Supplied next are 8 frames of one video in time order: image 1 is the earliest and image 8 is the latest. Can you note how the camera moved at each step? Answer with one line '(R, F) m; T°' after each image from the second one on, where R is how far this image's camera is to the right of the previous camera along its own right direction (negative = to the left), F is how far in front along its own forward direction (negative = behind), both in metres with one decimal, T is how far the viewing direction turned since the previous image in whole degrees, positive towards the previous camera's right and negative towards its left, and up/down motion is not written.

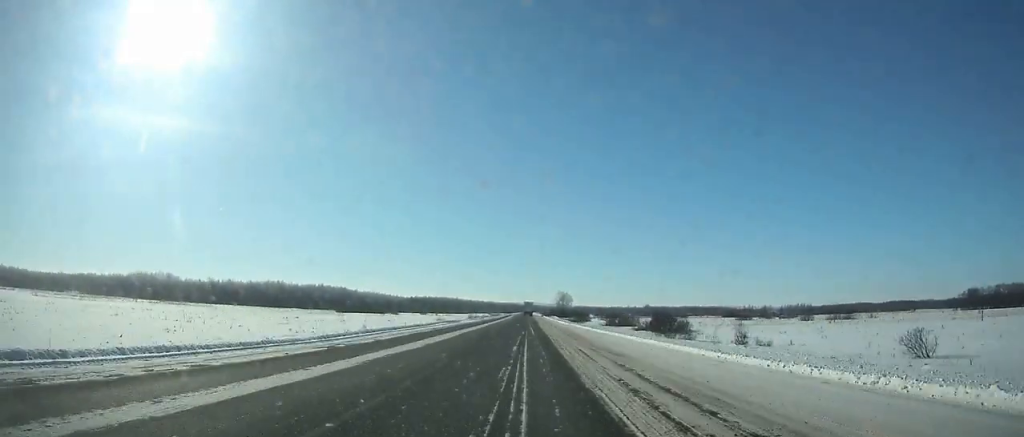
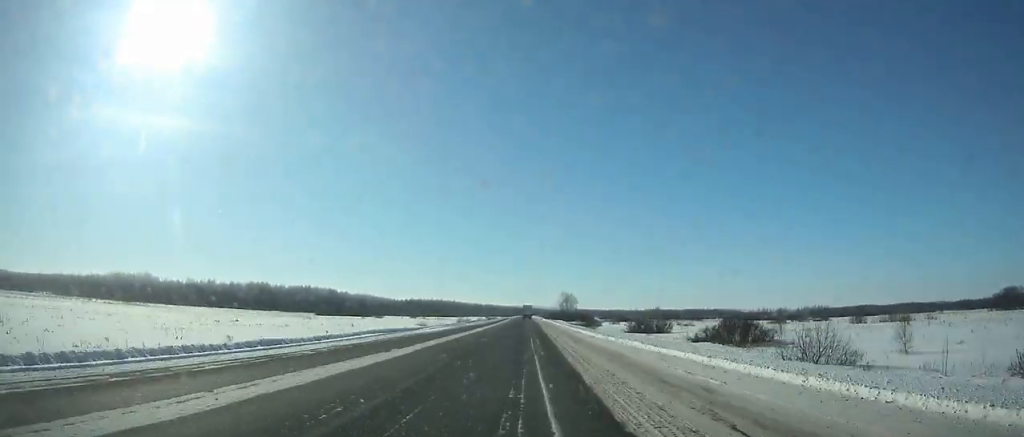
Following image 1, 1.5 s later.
(0.0, +32.0) m; 0°
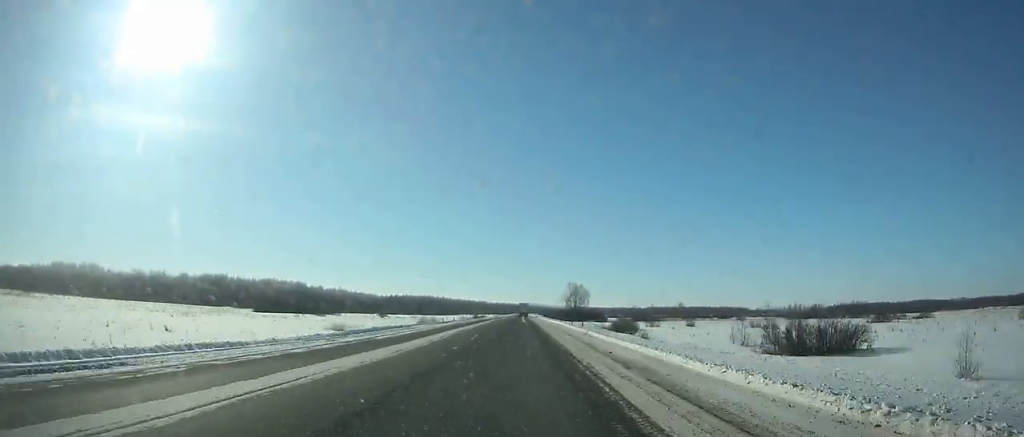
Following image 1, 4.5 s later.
(+0.1, +64.6) m; 0°
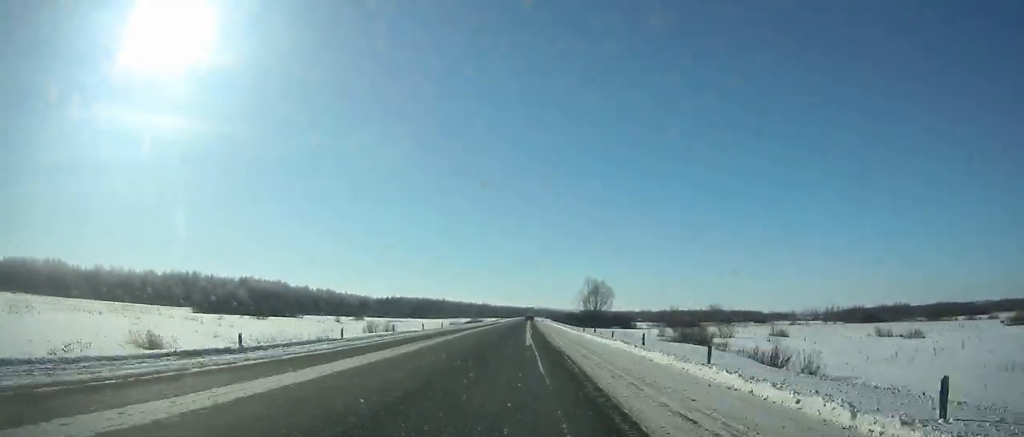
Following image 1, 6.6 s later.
(0.0, +45.7) m; 0°
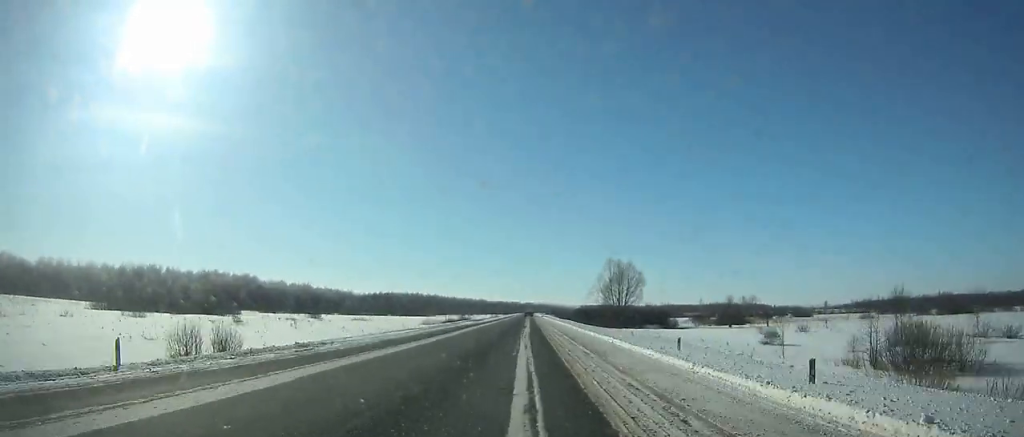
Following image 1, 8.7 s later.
(+0.1, +46.2) m; 0°
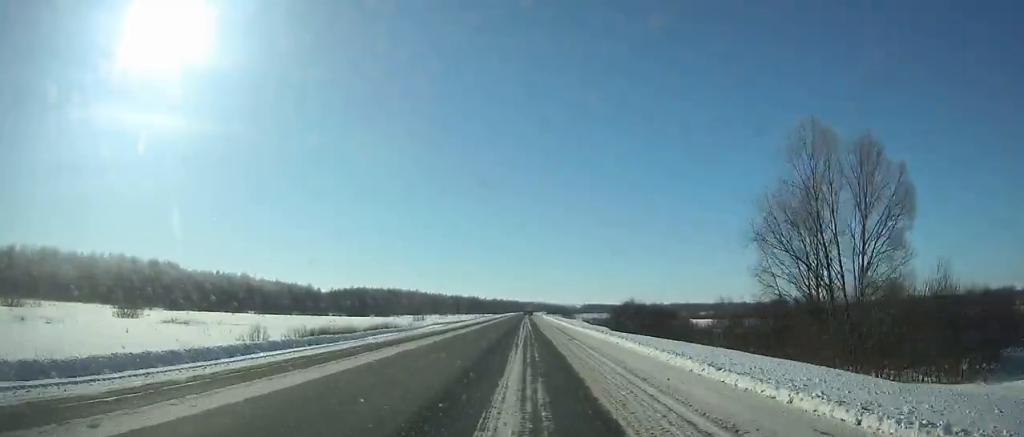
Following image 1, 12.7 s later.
(+0.1, +88.9) m; 0°
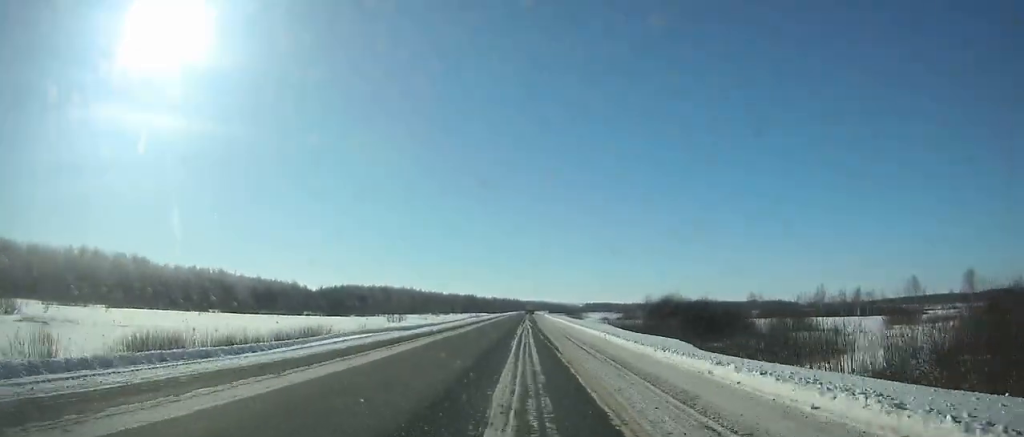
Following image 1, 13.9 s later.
(-0.1, +26.9) m; 0°
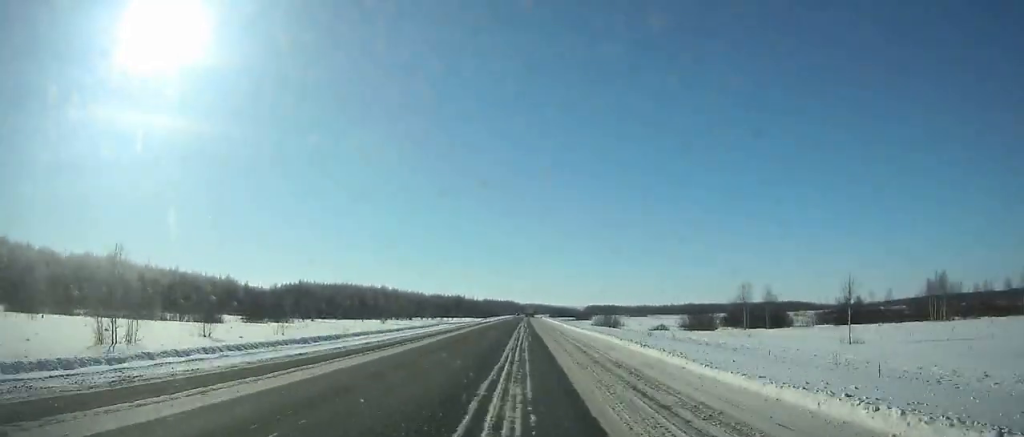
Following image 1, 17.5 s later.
(+0.1, +81.1) m; 0°
